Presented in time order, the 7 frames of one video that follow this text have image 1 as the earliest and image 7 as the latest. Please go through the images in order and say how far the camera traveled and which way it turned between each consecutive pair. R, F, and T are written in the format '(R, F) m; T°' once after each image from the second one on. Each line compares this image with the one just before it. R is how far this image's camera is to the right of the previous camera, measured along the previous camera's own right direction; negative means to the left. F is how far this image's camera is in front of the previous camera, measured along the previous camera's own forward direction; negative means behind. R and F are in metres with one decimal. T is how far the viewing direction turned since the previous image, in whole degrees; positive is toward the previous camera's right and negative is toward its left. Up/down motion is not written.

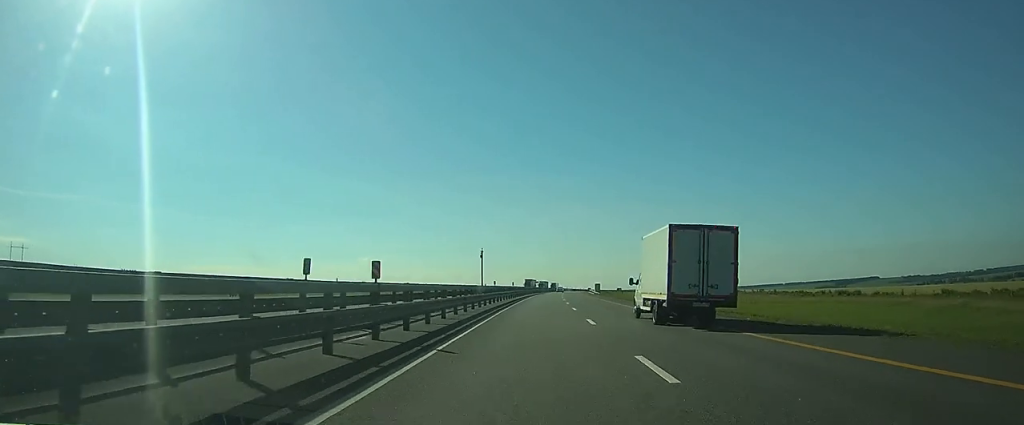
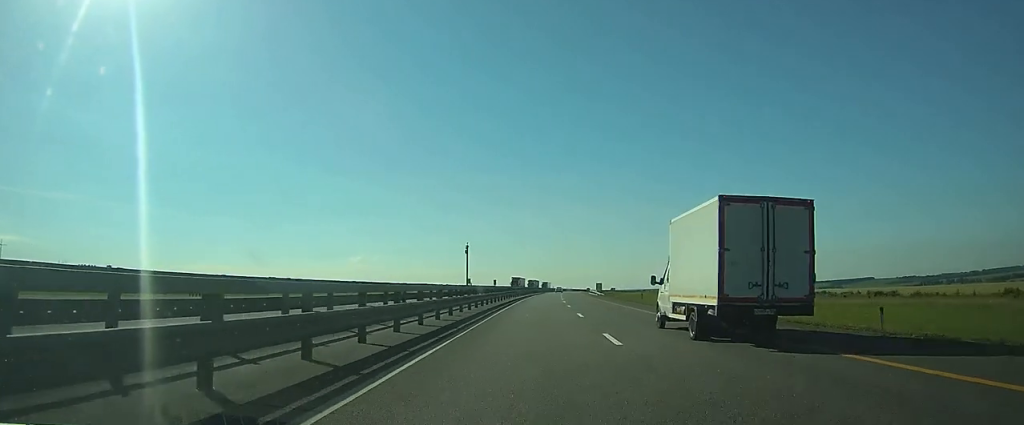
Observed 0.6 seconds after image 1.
(+0.2, +18.7) m; 0°
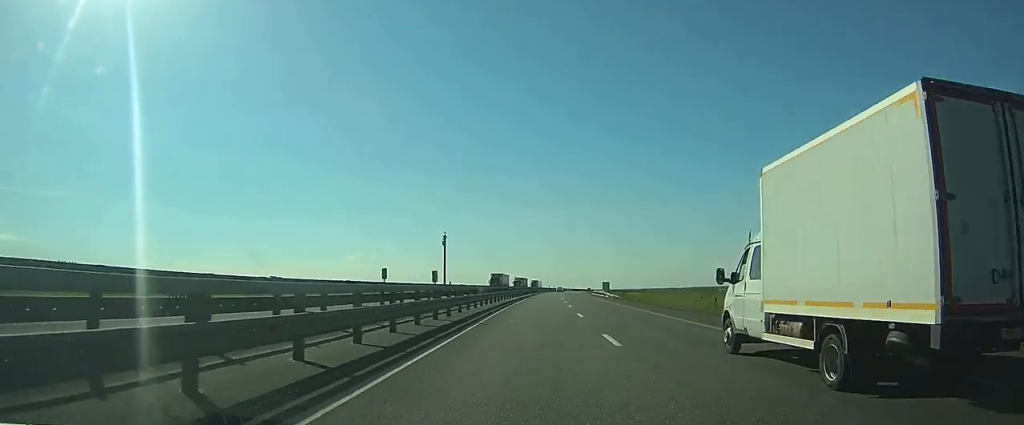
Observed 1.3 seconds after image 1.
(+0.2, +24.2) m; +1°
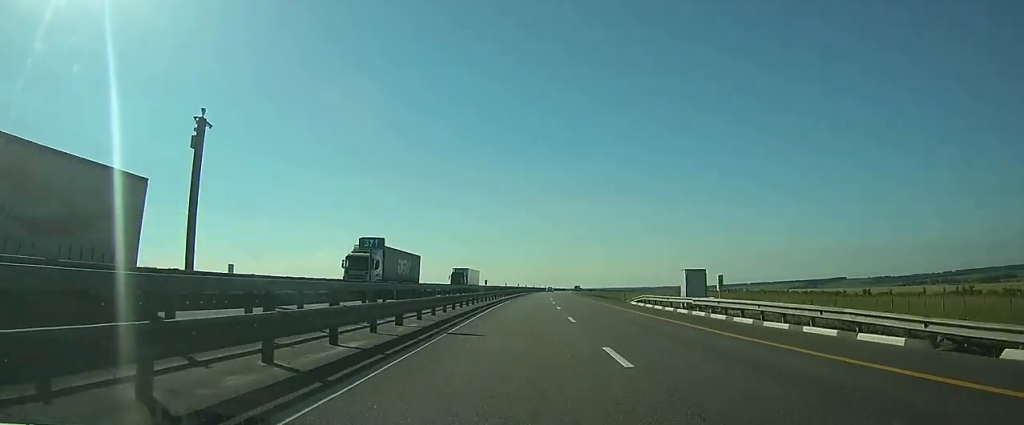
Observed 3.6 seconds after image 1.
(+1.4, +75.6) m; +3°
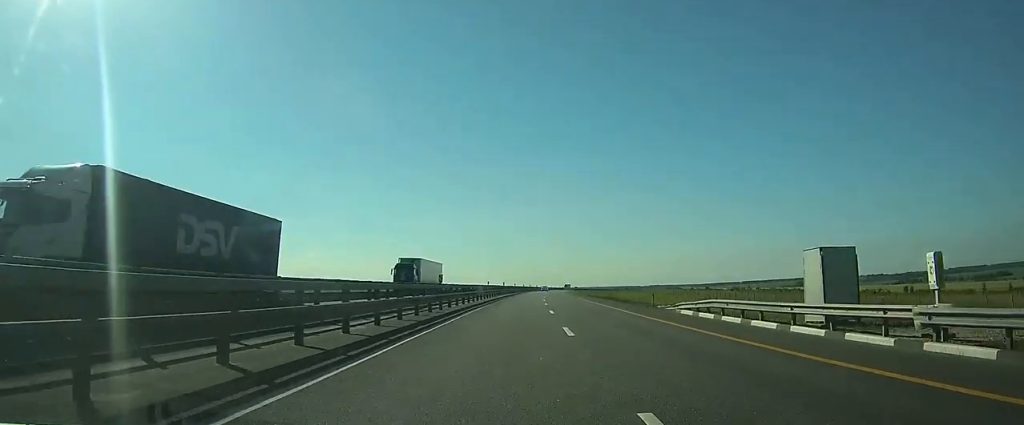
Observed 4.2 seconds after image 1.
(-0.1, +18.5) m; +1°
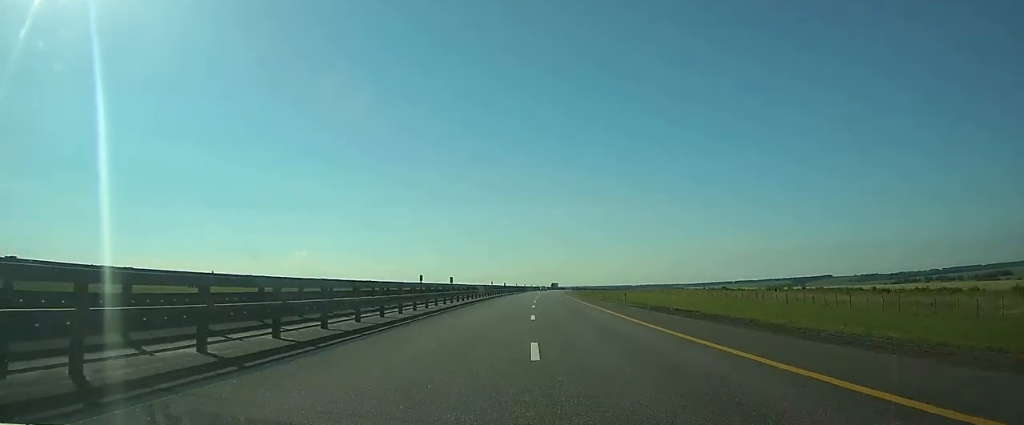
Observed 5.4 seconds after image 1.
(+1.1, +41.0) m; +2°
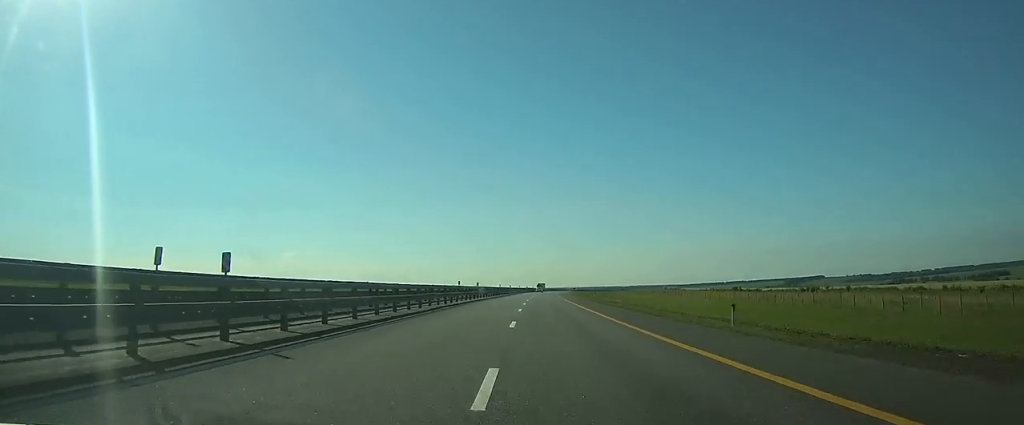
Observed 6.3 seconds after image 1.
(+0.4, +27.9) m; +1°
